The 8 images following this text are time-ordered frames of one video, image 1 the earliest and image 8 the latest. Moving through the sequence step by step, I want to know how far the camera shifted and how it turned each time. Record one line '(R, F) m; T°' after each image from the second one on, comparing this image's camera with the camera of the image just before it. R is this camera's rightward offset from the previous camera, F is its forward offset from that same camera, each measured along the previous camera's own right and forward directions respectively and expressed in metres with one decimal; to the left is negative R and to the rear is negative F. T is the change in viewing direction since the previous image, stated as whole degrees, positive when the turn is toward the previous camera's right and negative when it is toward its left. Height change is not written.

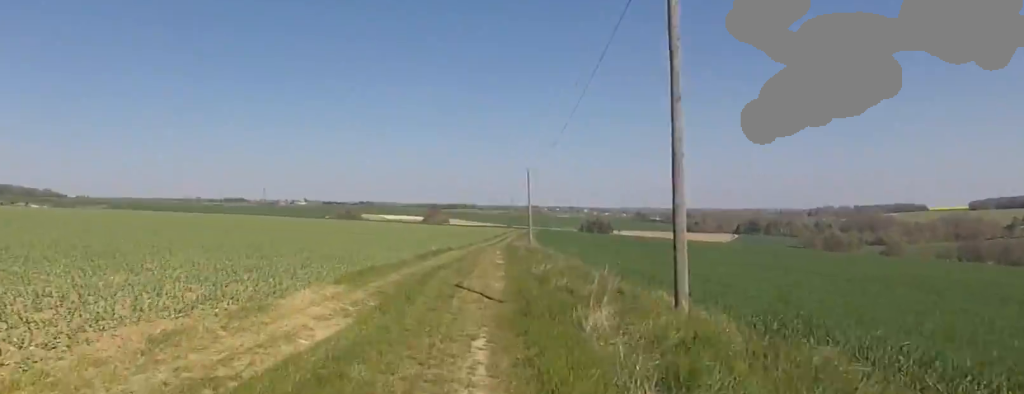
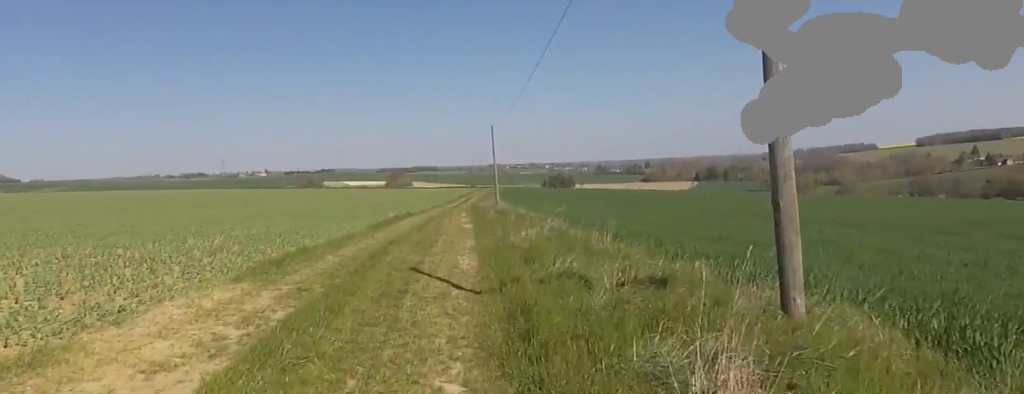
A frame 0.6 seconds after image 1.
(0.0, +3.9) m; 0°
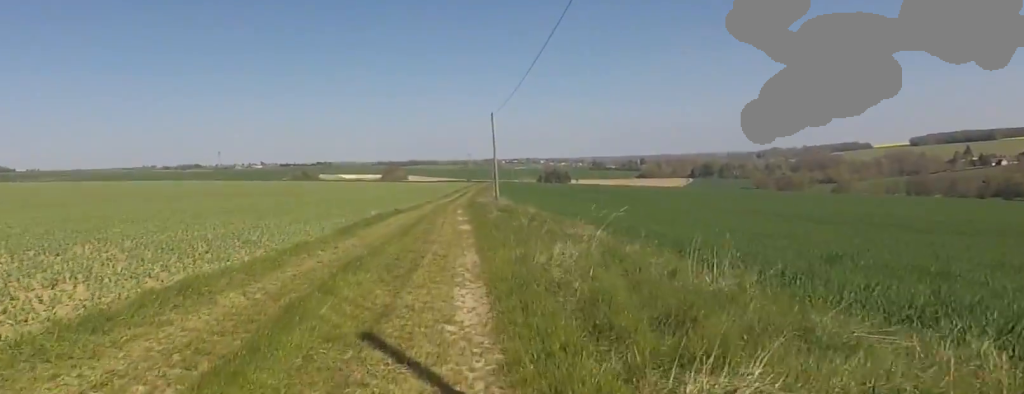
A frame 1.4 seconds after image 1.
(0.0, +5.1) m; 0°
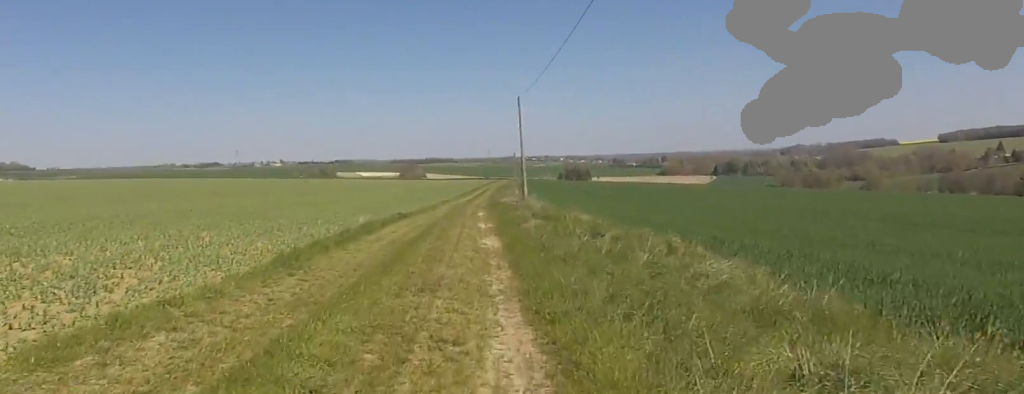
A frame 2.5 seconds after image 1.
(0.0, +7.0) m; 0°
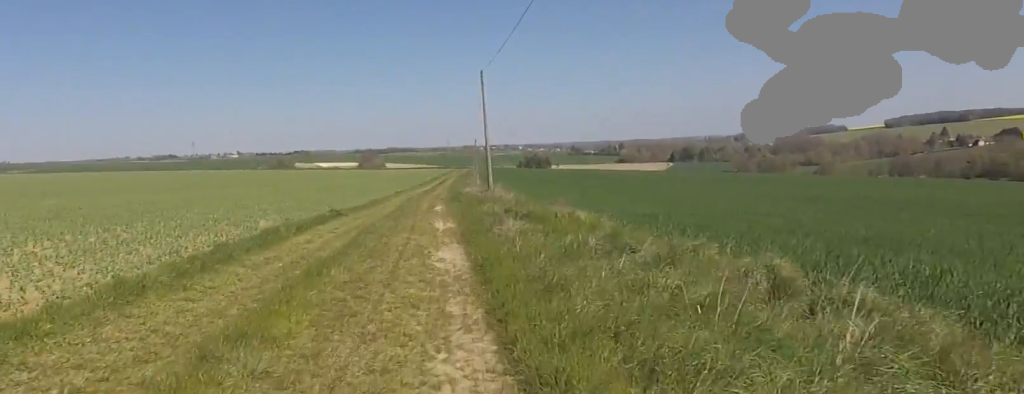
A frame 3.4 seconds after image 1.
(0.0, +5.5) m; 0°
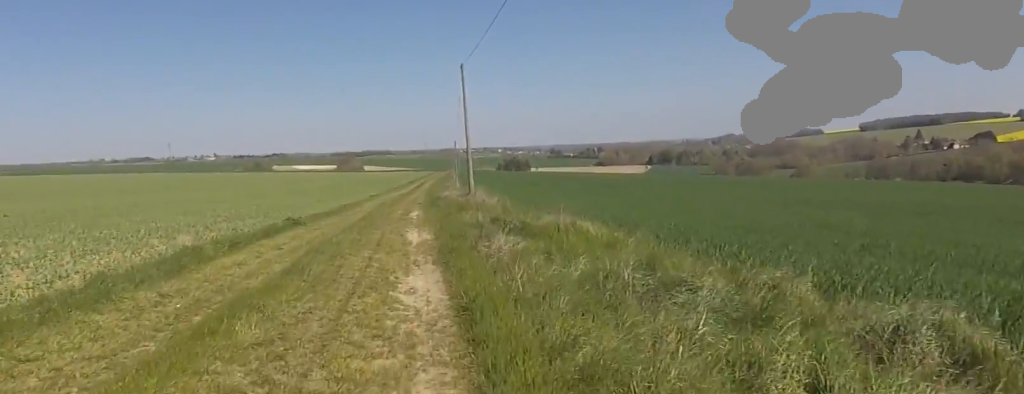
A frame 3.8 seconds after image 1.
(0.0, +2.6) m; 0°
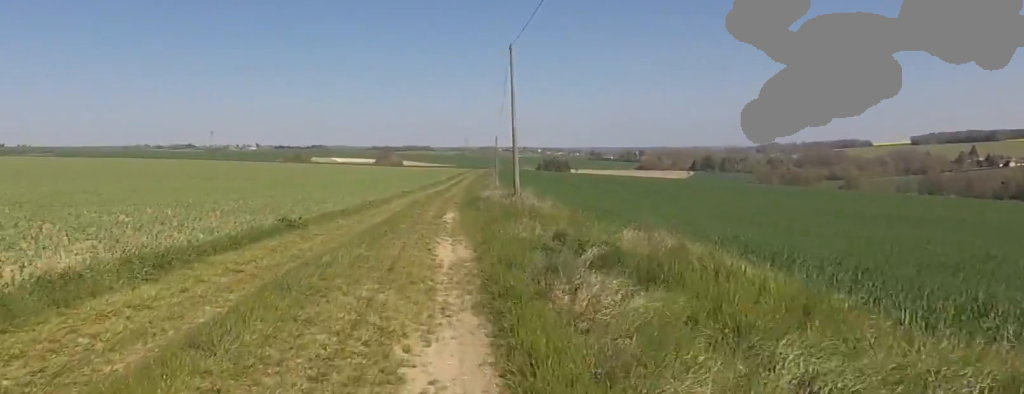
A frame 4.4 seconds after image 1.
(0.0, +3.9) m; 0°
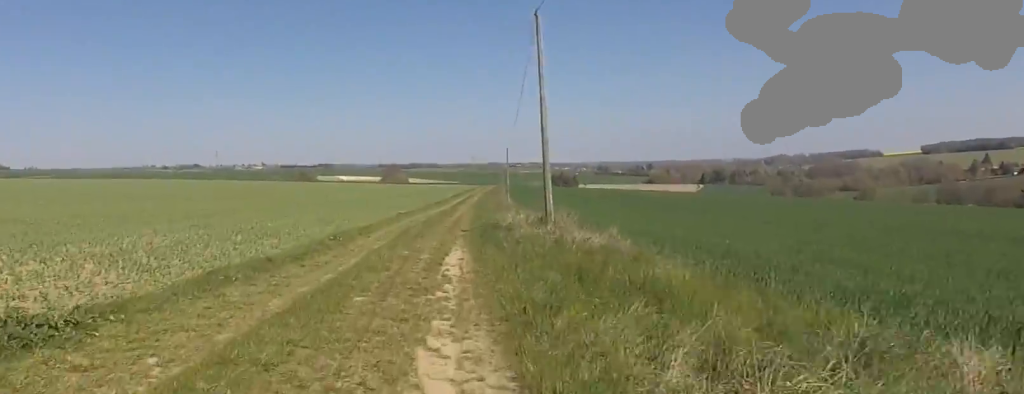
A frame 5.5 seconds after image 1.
(0.0, +7.4) m; 0°
